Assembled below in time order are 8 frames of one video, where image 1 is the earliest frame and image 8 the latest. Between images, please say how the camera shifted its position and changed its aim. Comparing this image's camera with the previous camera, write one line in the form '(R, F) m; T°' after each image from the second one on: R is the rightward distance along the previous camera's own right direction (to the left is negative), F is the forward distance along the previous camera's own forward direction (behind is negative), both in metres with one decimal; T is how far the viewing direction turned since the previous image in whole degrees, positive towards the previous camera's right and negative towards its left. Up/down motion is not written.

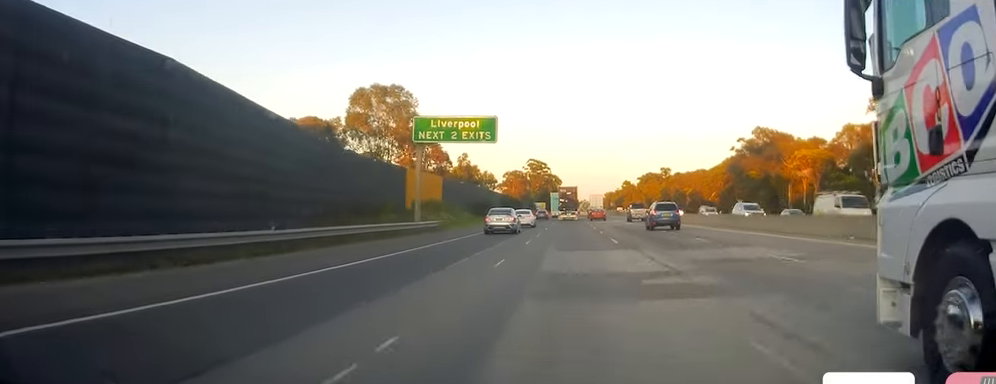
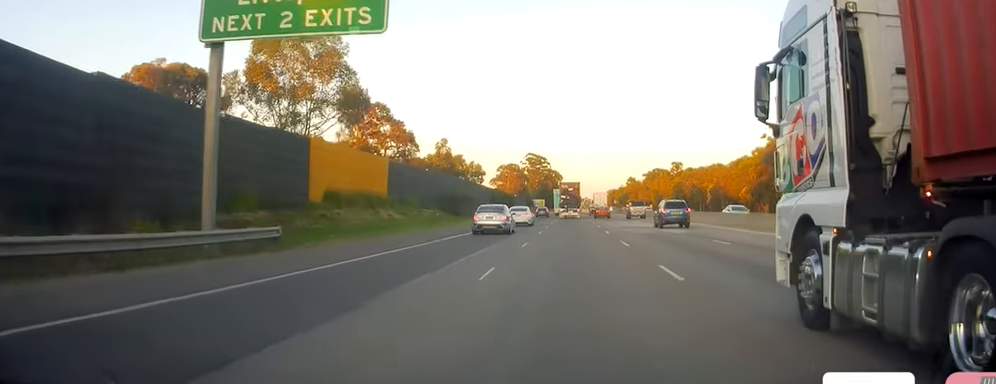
(0.0, +27.7) m; -1°
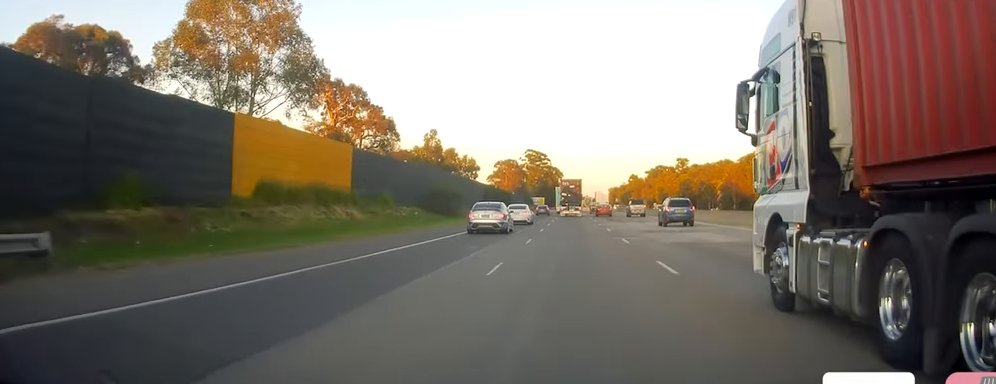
(-0.3, +10.9) m; -1°
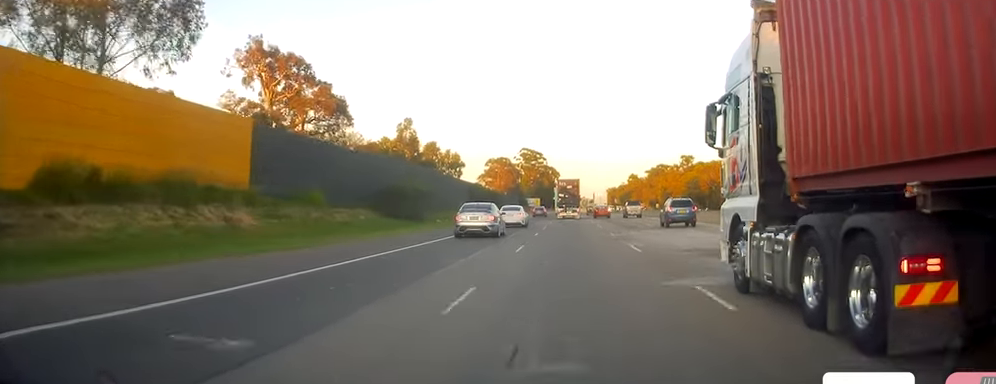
(-0.2, +16.7) m; 0°
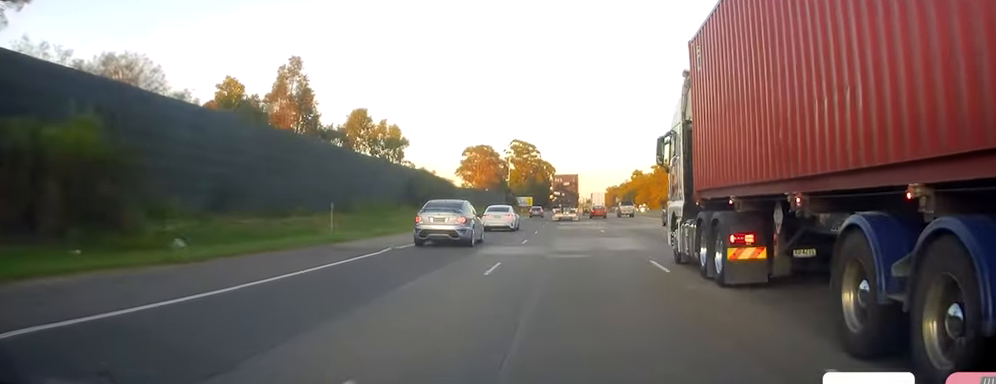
(+1.0, +41.9) m; +1°
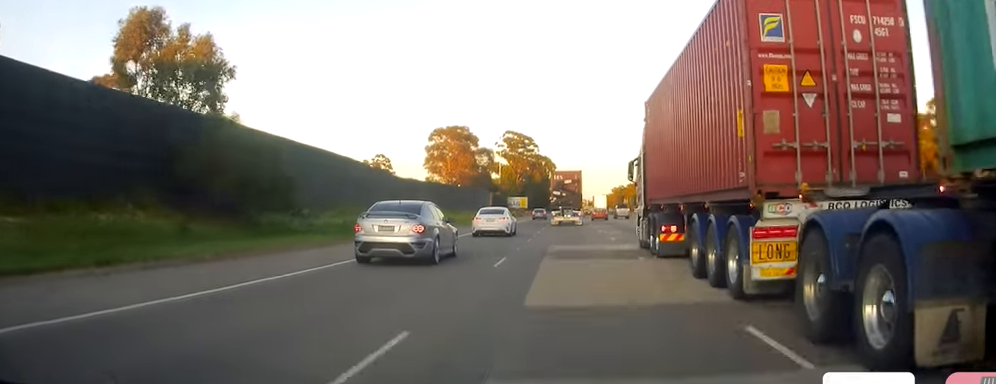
(-0.1, +45.2) m; 0°
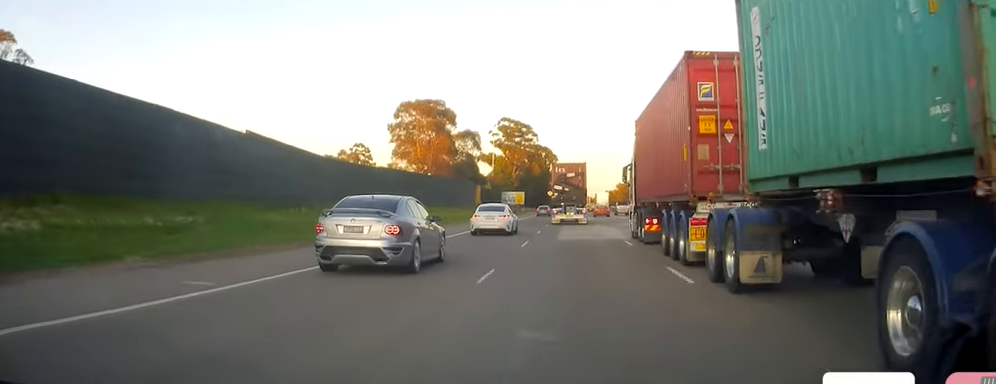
(-0.4, +28.5) m; -1°
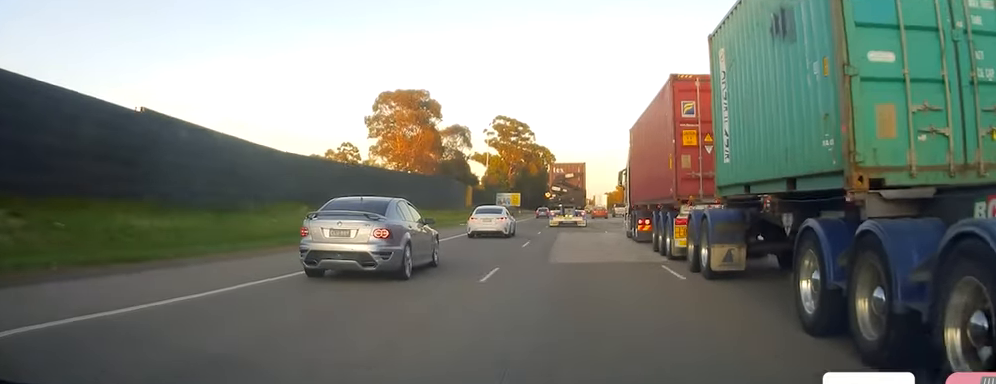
(+0.1, +10.9) m; 0°
